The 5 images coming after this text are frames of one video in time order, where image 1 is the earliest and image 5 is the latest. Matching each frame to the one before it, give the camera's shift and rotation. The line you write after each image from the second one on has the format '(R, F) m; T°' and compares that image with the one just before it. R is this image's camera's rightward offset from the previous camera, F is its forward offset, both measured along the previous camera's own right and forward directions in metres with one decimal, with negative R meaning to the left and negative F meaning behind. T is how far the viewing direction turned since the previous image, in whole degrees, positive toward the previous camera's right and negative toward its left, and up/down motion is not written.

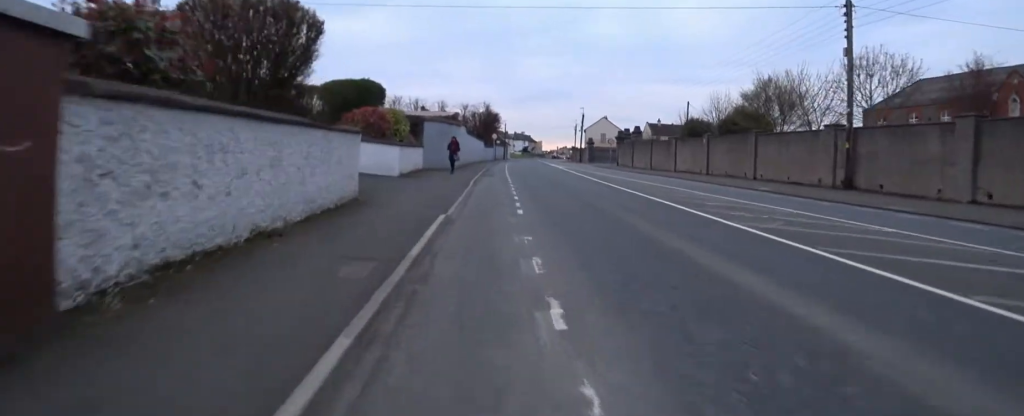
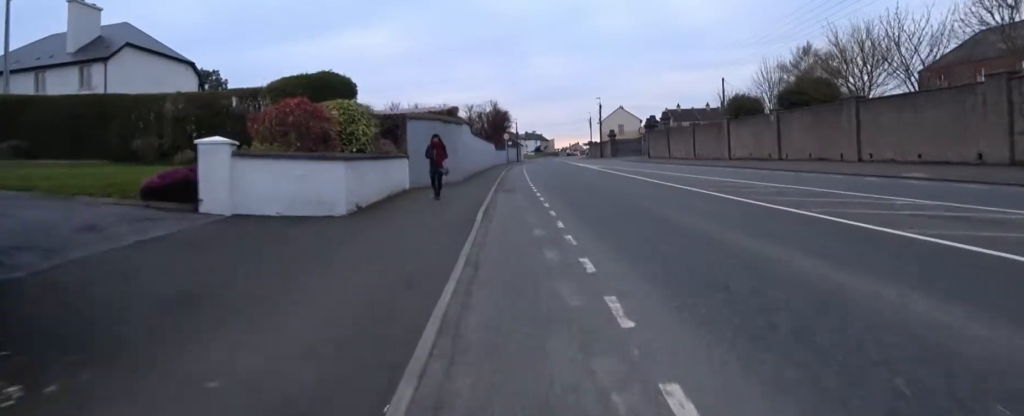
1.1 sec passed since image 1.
(+0.1, +5.8) m; -1°
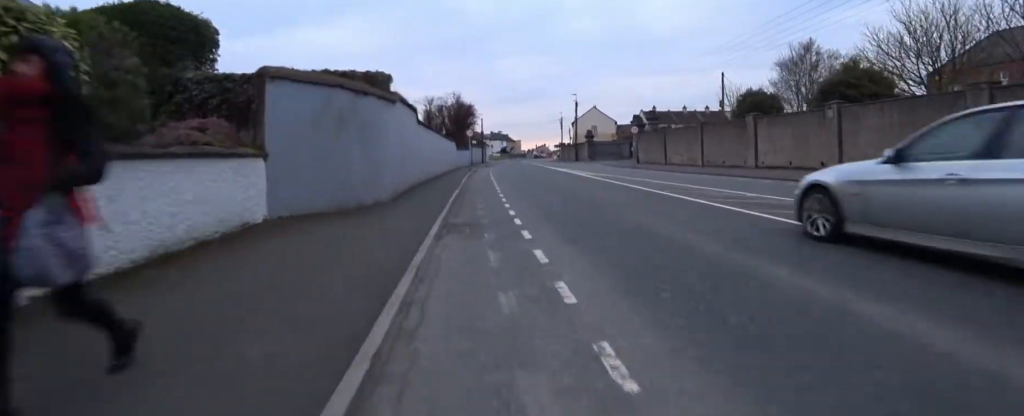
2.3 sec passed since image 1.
(-0.2, +8.1) m; +1°
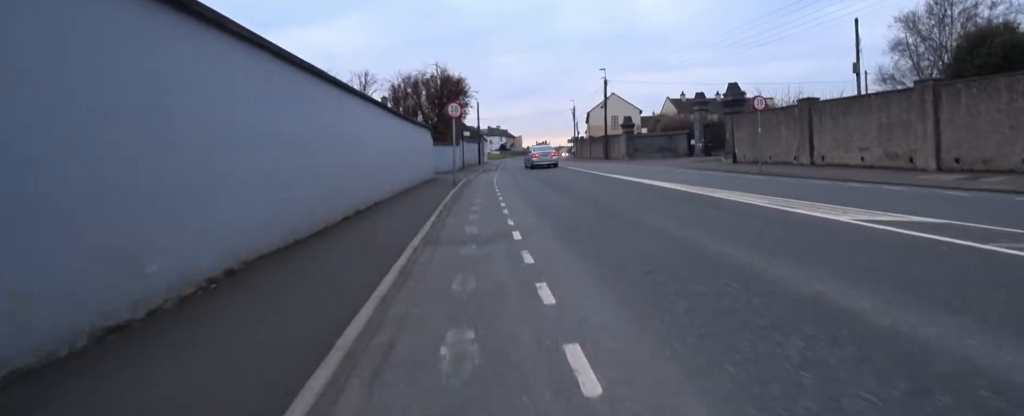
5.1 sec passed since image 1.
(+0.4, +16.6) m; +2°
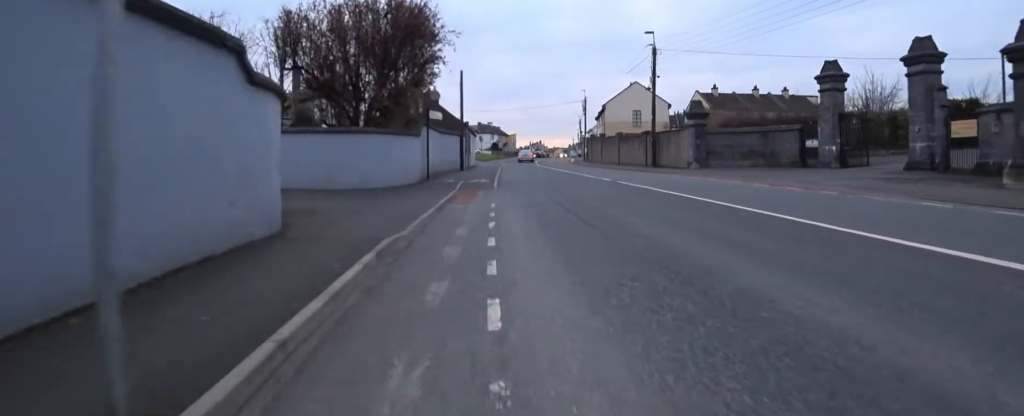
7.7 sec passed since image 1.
(+1.1, +14.8) m; 0°
